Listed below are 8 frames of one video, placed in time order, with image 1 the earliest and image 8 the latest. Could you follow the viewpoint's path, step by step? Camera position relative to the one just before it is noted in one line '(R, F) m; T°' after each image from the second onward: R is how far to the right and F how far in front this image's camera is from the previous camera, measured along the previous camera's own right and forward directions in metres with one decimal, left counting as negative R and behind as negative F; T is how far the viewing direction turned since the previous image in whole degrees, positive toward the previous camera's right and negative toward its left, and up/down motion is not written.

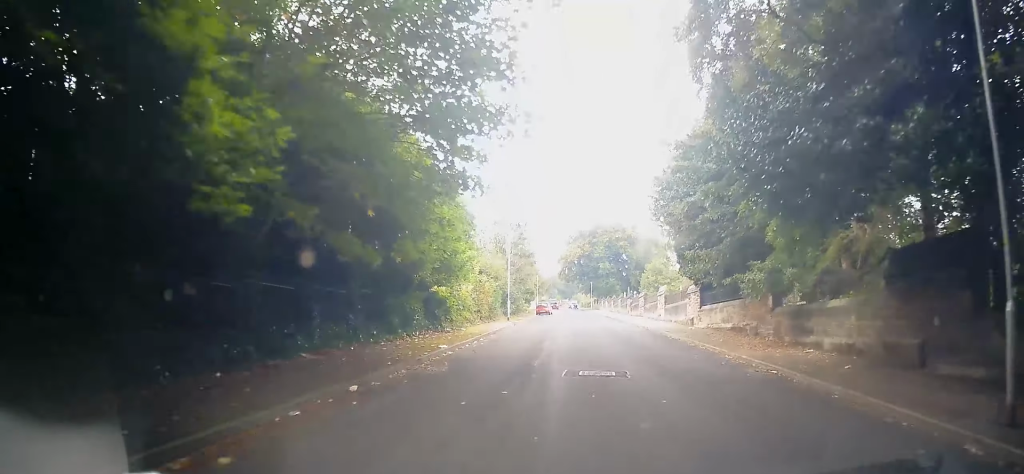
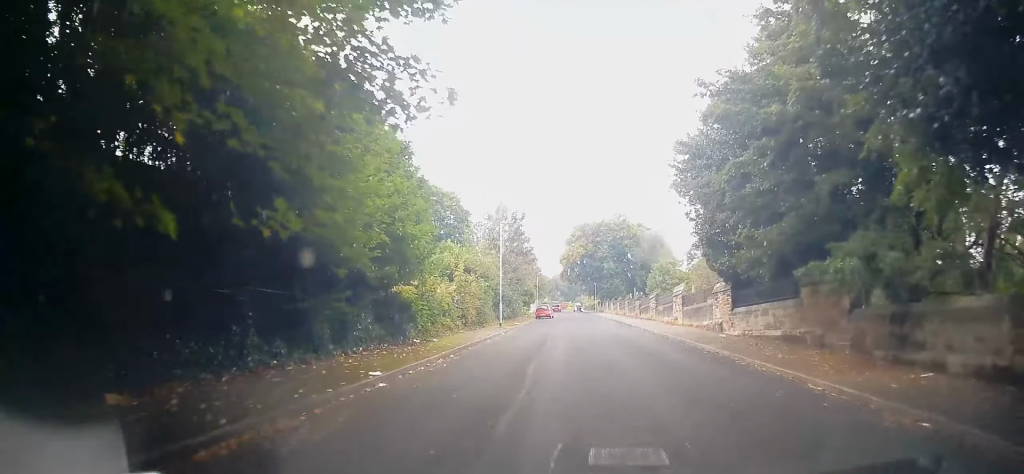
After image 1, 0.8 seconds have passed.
(+0.2, +5.5) m; -1°
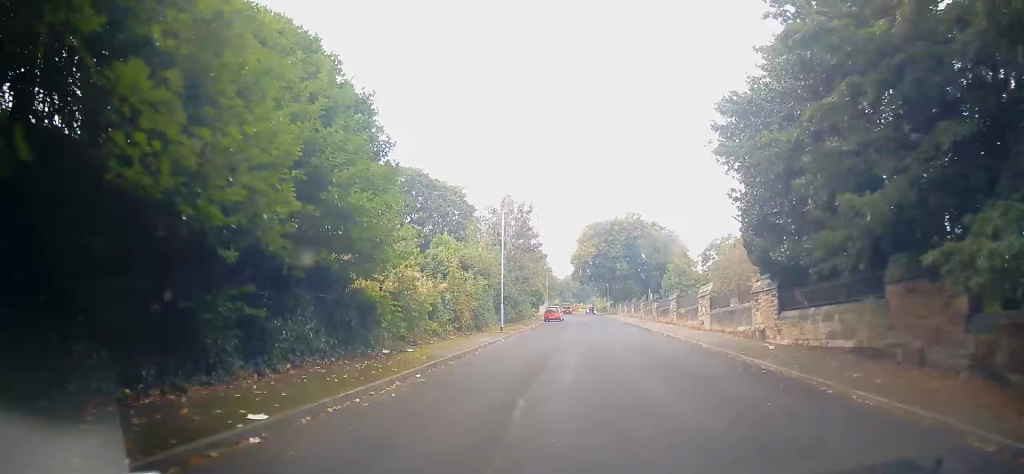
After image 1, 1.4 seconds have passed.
(-0.2, +4.4) m; -2°
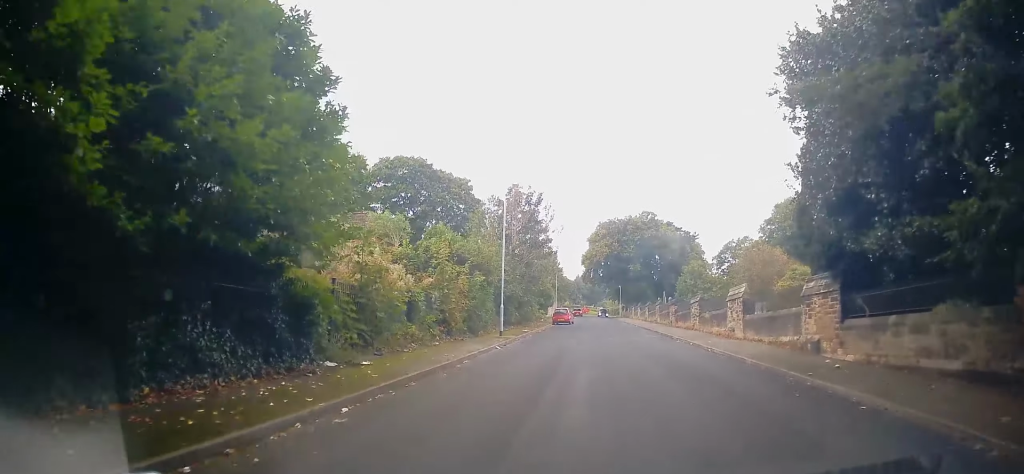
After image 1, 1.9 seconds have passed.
(-0.1, +4.2) m; -1°
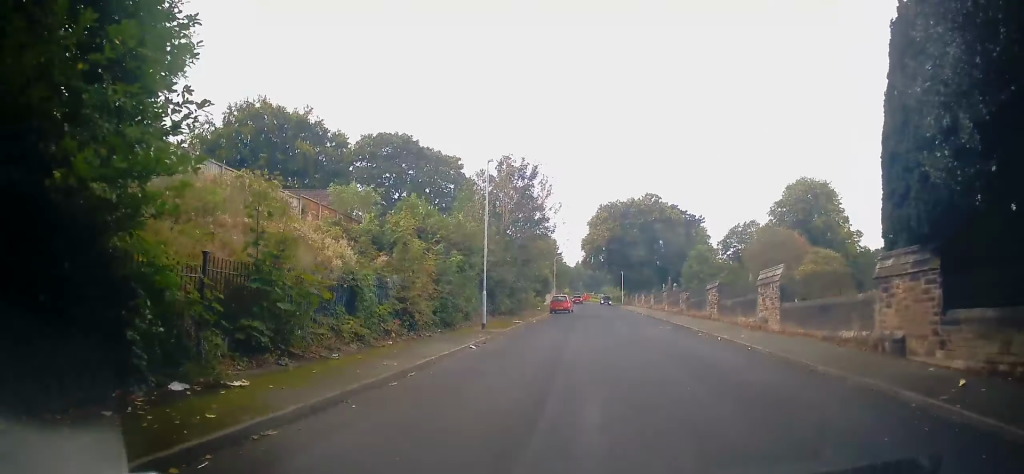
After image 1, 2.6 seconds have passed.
(0.0, +5.0) m; 0°
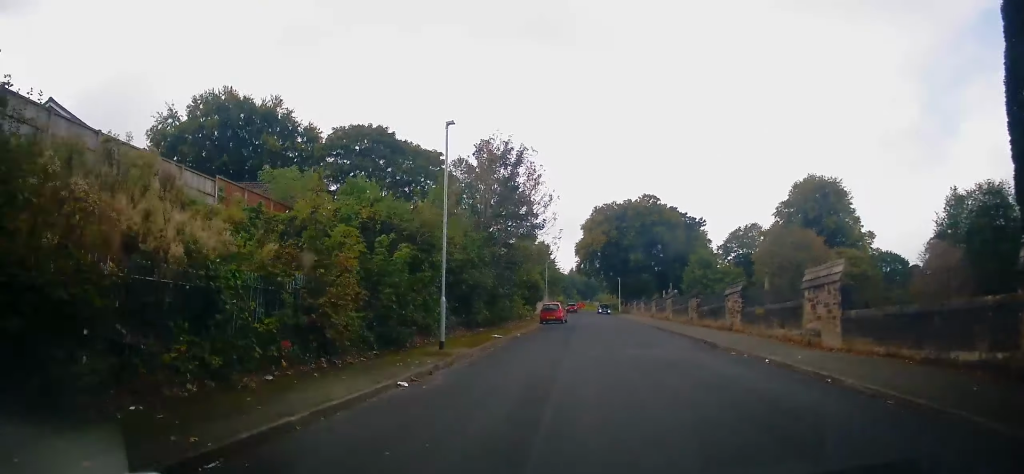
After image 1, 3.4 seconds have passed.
(0.0, +5.8) m; +3°
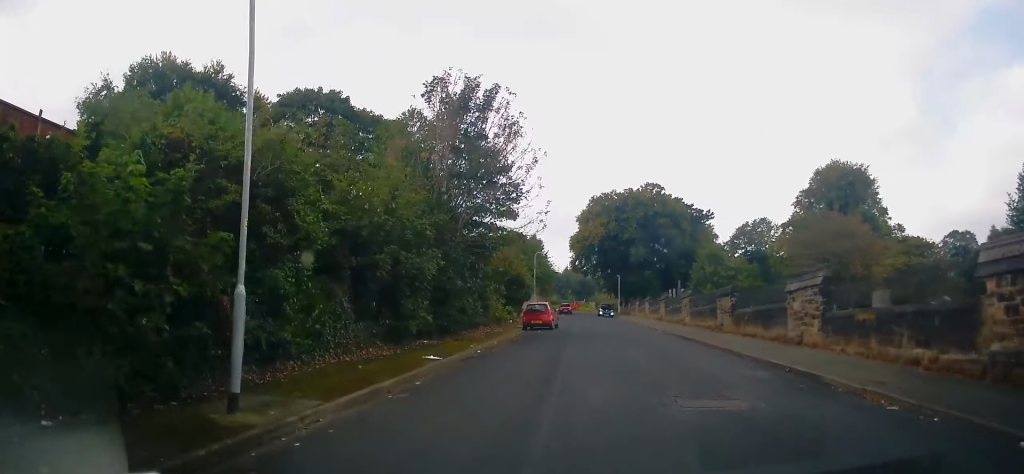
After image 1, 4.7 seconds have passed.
(+0.5, +9.5) m; +1°
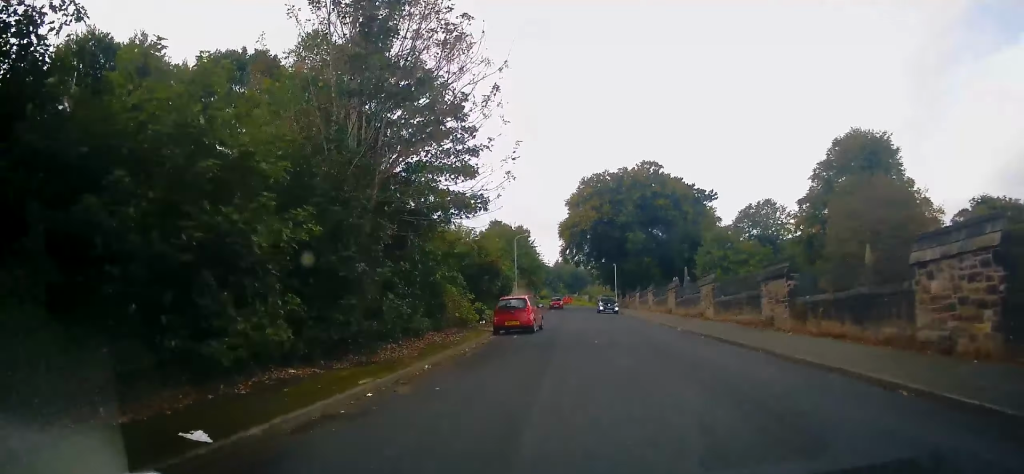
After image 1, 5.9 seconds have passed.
(-0.3, +8.8) m; +1°
